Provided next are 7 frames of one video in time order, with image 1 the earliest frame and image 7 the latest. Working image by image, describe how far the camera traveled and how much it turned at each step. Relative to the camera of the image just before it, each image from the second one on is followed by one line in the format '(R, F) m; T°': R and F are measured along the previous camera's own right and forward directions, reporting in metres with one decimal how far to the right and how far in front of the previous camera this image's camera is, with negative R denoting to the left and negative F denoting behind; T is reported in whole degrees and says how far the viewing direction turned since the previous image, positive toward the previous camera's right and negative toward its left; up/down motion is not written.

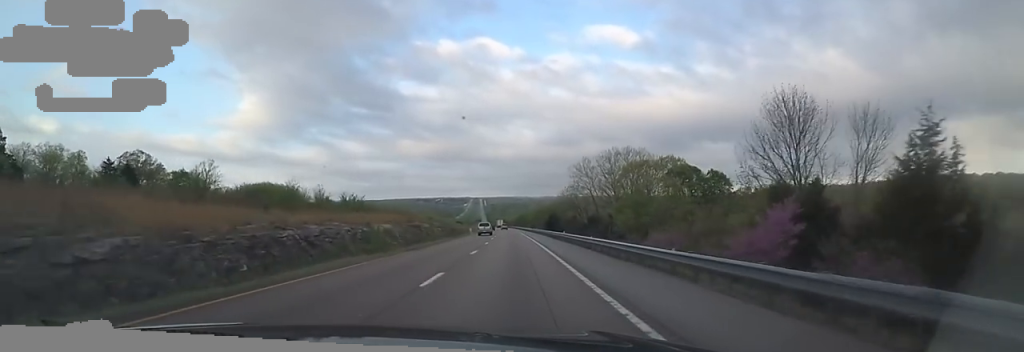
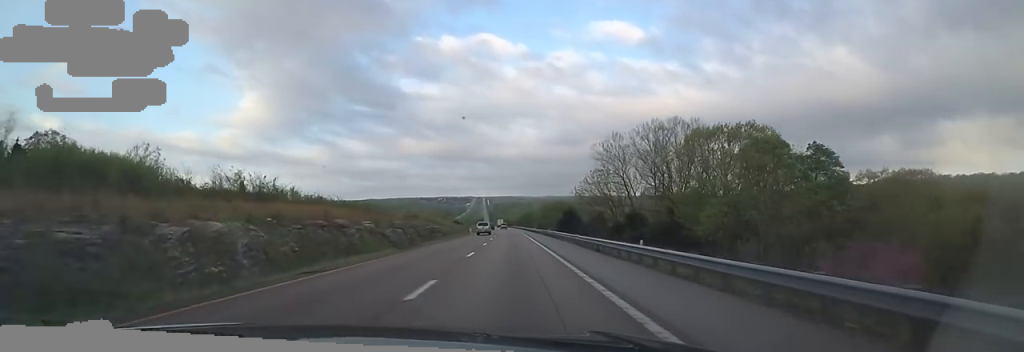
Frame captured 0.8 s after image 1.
(-0.2, +26.3) m; -1°
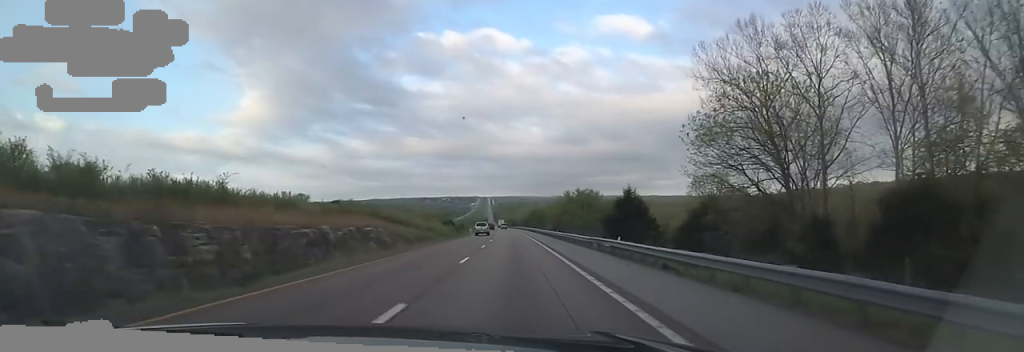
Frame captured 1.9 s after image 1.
(-1.1, +41.1) m; -1°
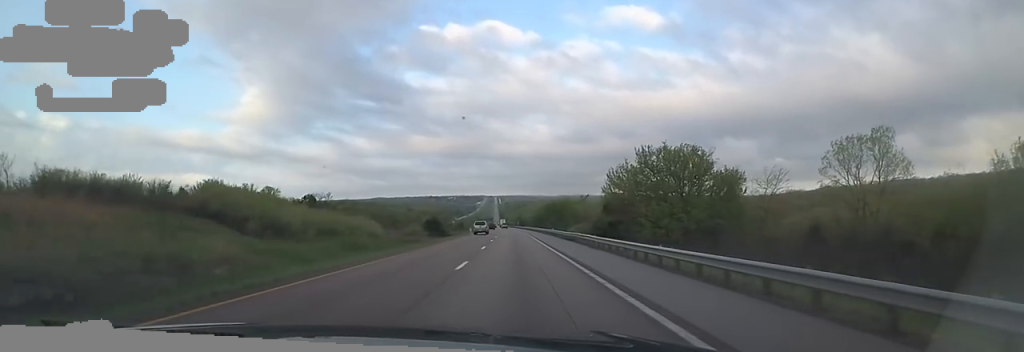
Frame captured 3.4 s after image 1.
(+0.3, +53.6) m; 0°
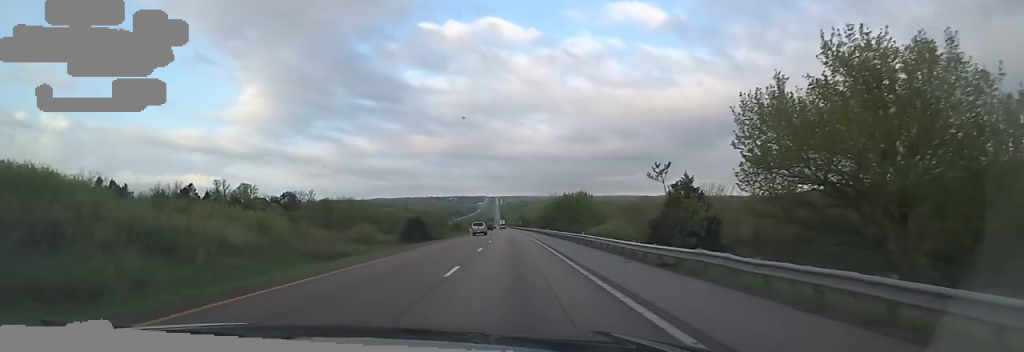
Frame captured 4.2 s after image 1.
(-0.3, +26.9) m; 0°
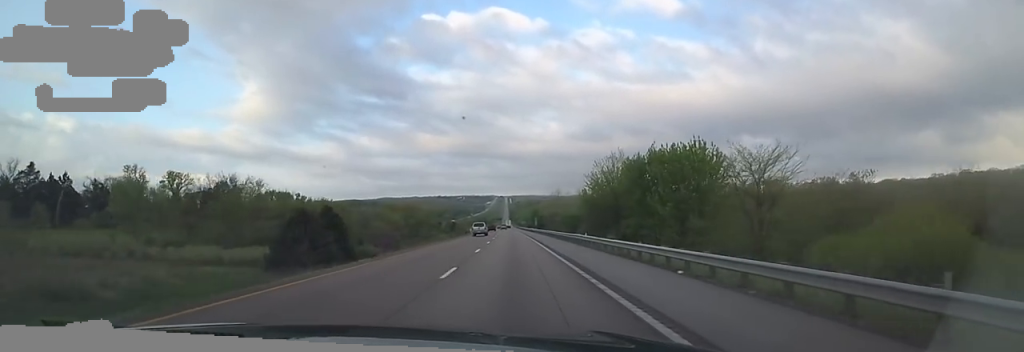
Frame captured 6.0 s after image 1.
(+1.0, +61.5) m; +1°
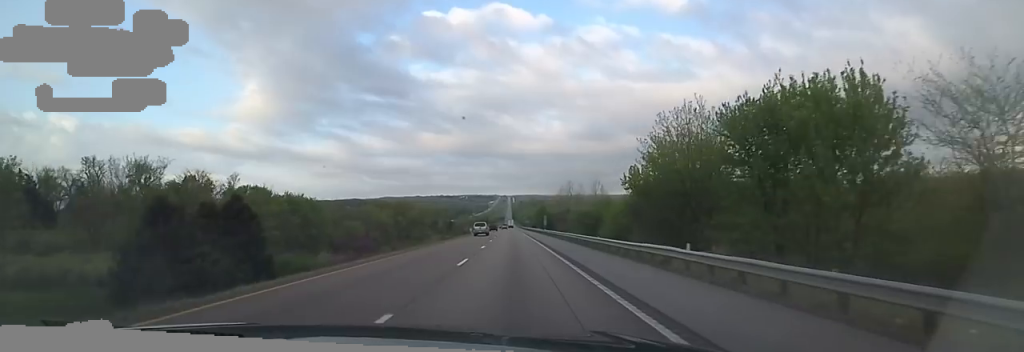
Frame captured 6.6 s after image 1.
(+0.1, +20.4) m; -1°
